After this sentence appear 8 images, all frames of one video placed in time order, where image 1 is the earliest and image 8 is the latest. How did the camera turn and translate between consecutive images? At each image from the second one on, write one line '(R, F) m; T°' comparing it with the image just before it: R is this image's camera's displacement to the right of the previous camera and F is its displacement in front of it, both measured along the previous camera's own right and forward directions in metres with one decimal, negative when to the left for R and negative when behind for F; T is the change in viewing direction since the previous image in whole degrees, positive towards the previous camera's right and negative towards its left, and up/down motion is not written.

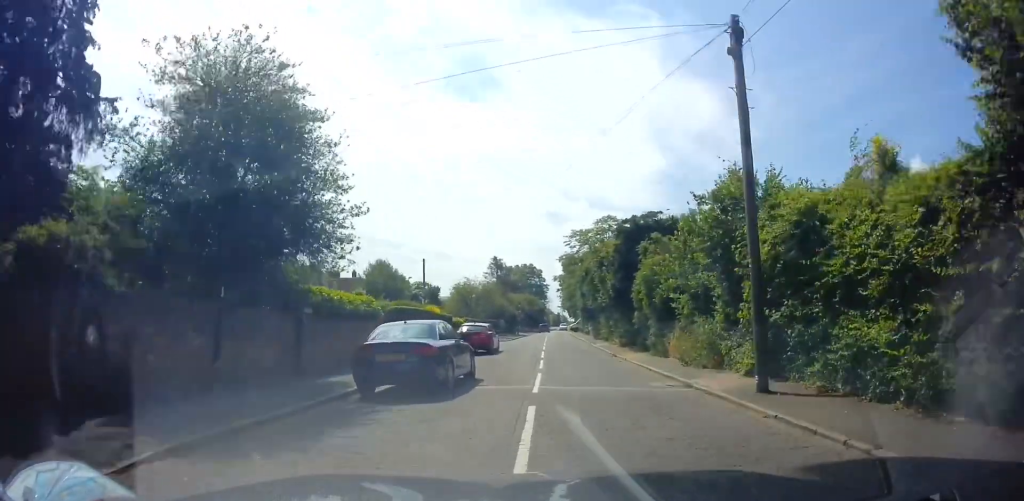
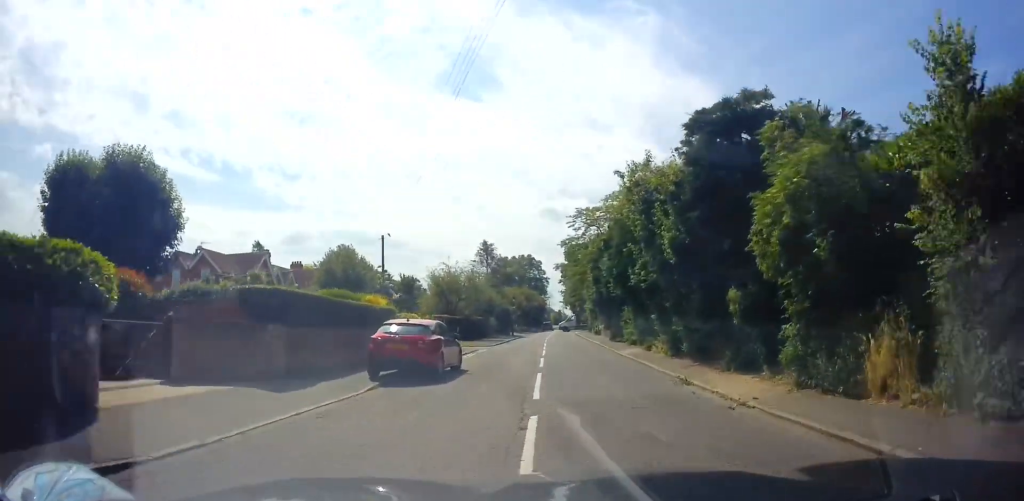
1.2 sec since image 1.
(+0.7, +12.8) m; 0°
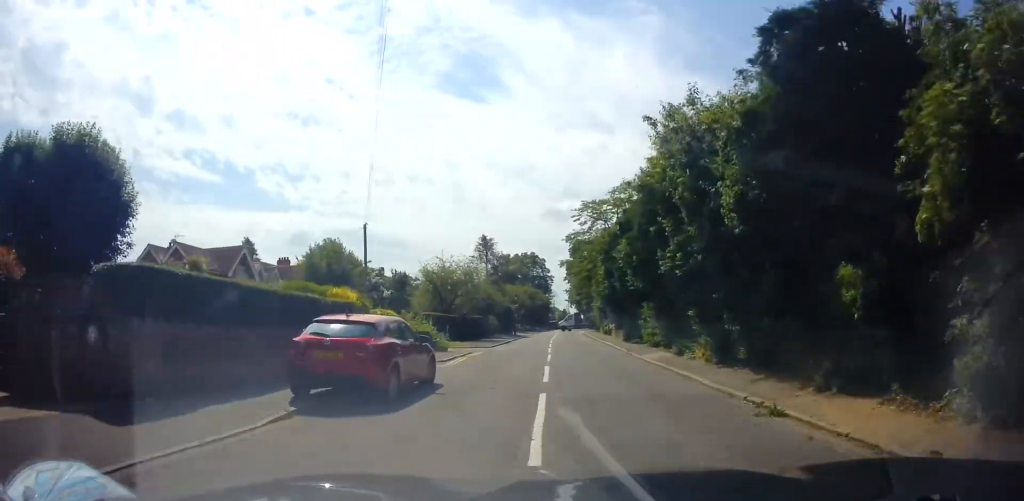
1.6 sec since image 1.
(-0.3, +4.7) m; -1°
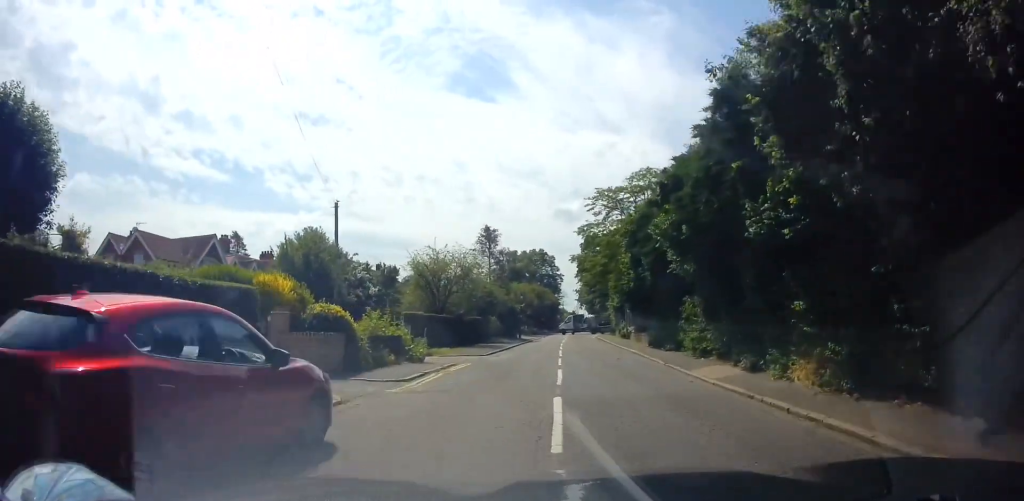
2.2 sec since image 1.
(-0.1, +6.8) m; -1°
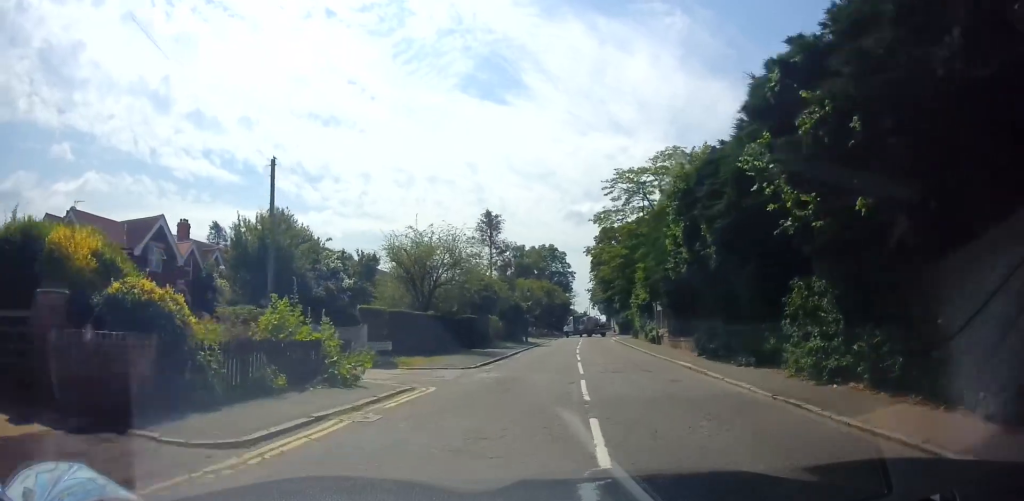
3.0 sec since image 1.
(+0.1, +8.4) m; 0°
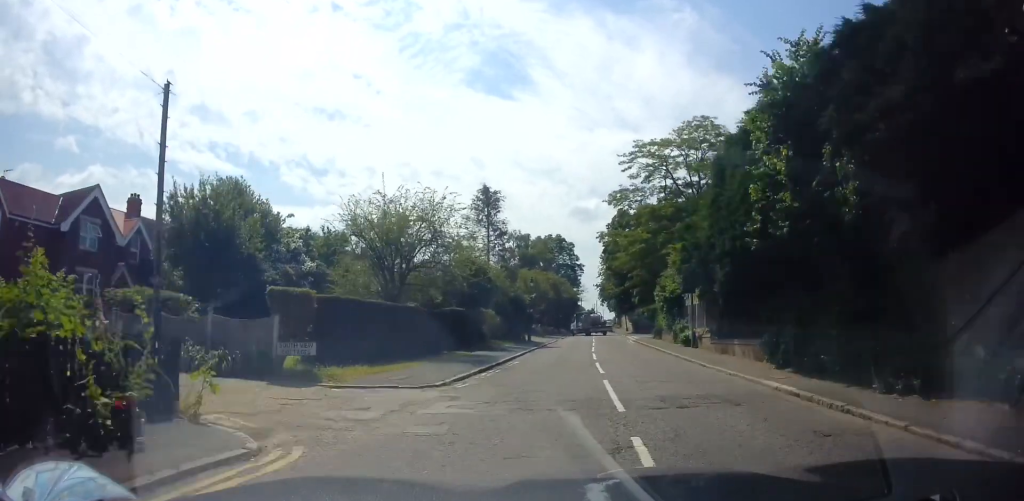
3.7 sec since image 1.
(-0.2, +6.7) m; -1°
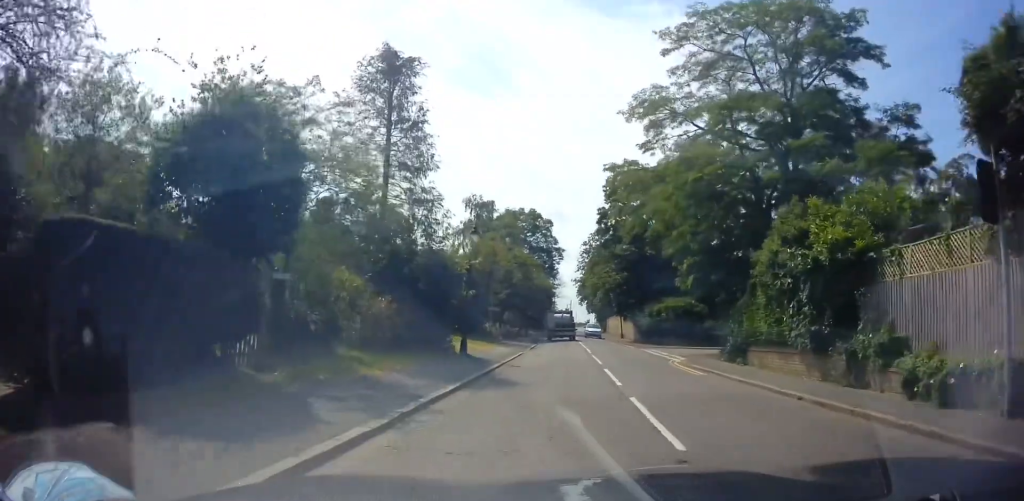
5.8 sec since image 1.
(+0.2, +20.7) m; +3°
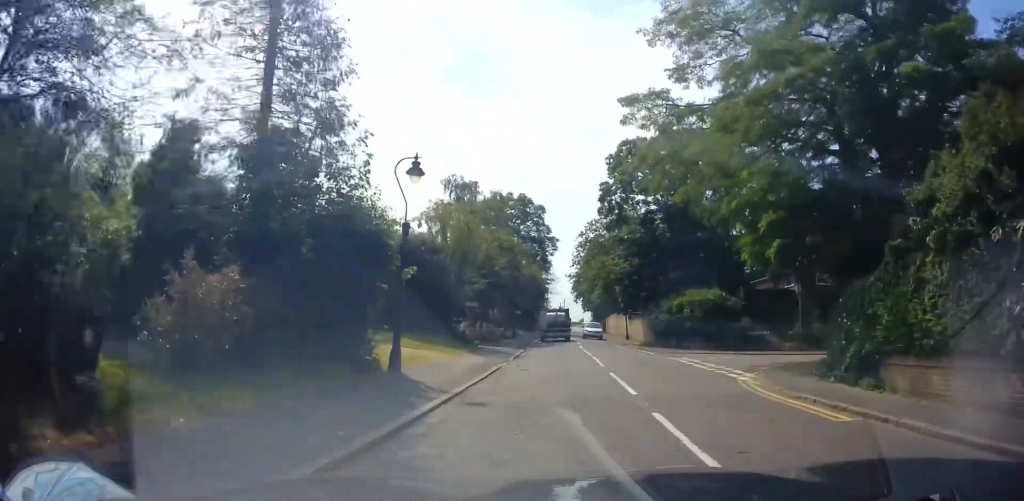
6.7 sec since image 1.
(+0.3, +7.9) m; +2°
